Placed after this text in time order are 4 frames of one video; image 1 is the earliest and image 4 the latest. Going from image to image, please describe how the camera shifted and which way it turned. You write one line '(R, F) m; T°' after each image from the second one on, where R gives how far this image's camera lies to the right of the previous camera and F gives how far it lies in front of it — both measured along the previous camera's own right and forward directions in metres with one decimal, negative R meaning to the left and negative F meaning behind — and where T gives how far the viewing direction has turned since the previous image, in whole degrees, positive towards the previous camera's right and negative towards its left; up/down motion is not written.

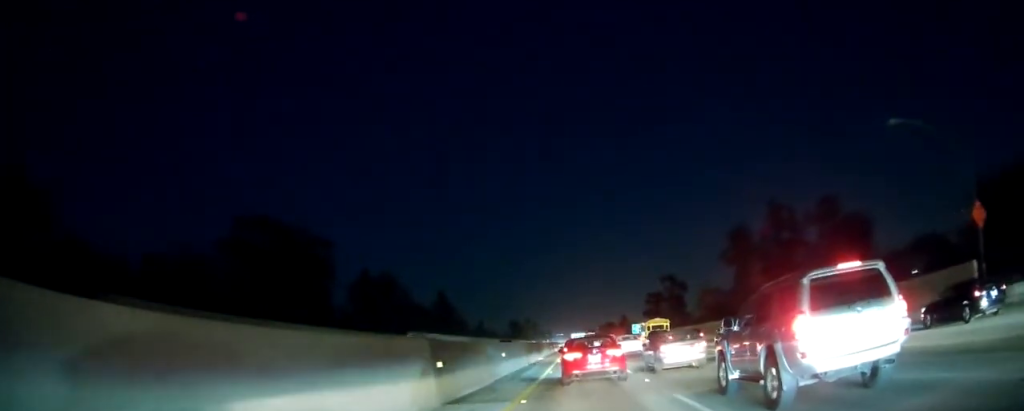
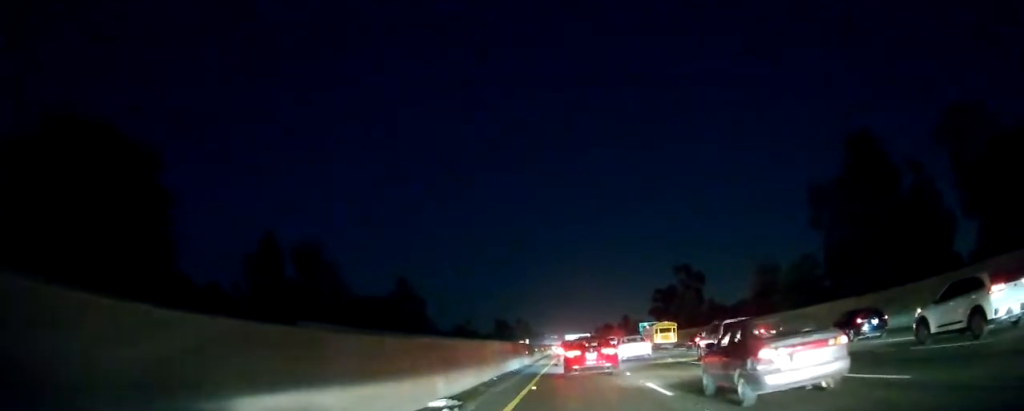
(0.0, +37.5) m; 0°
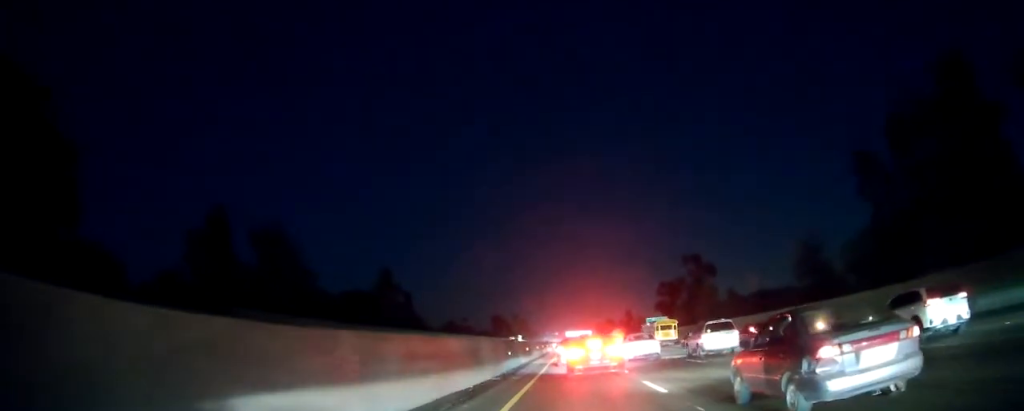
(0.0, +14.6) m; 0°
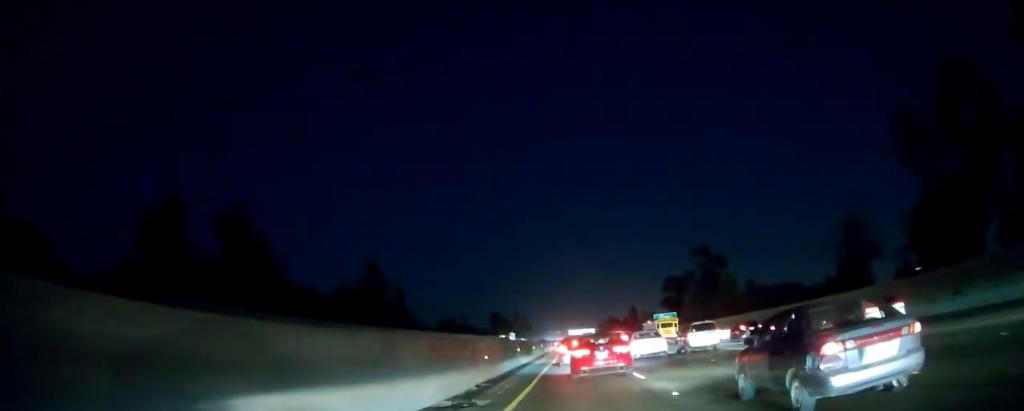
(0.0, +11.8) m; 0°
